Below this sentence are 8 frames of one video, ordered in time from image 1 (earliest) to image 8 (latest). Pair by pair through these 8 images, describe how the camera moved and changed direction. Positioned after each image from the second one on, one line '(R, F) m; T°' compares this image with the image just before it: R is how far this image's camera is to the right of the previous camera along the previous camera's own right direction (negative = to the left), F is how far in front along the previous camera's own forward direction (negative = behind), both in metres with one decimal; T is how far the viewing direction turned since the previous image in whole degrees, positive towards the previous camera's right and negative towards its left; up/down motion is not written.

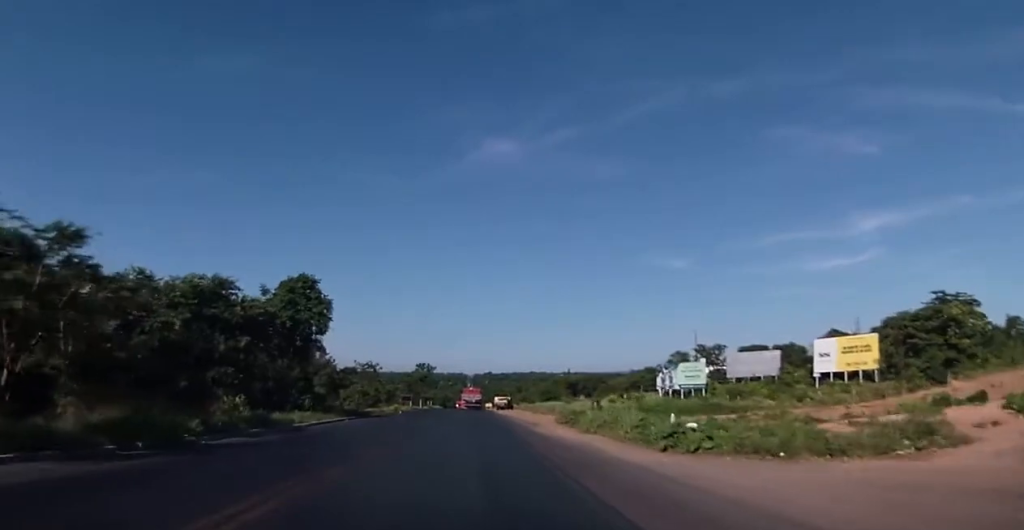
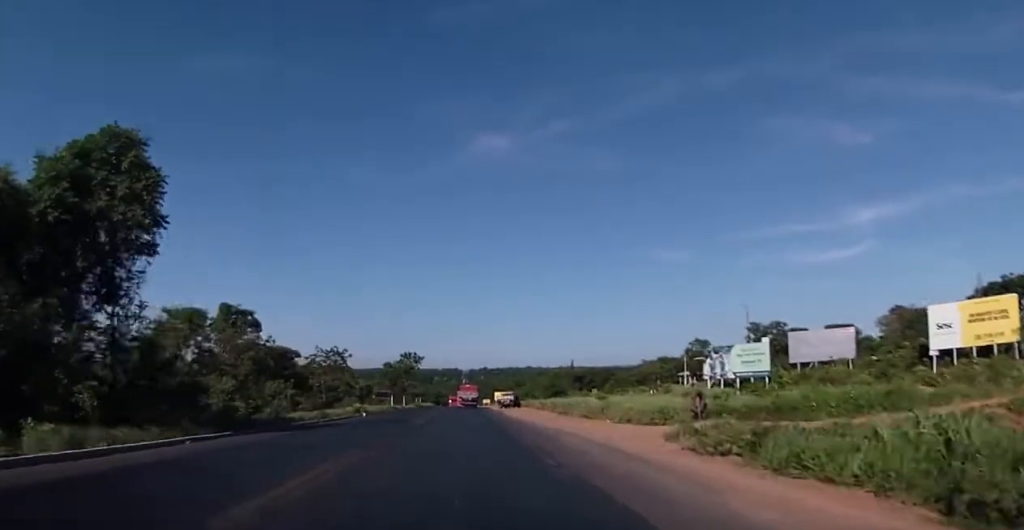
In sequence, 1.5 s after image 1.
(+0.7, +24.8) m; +2°
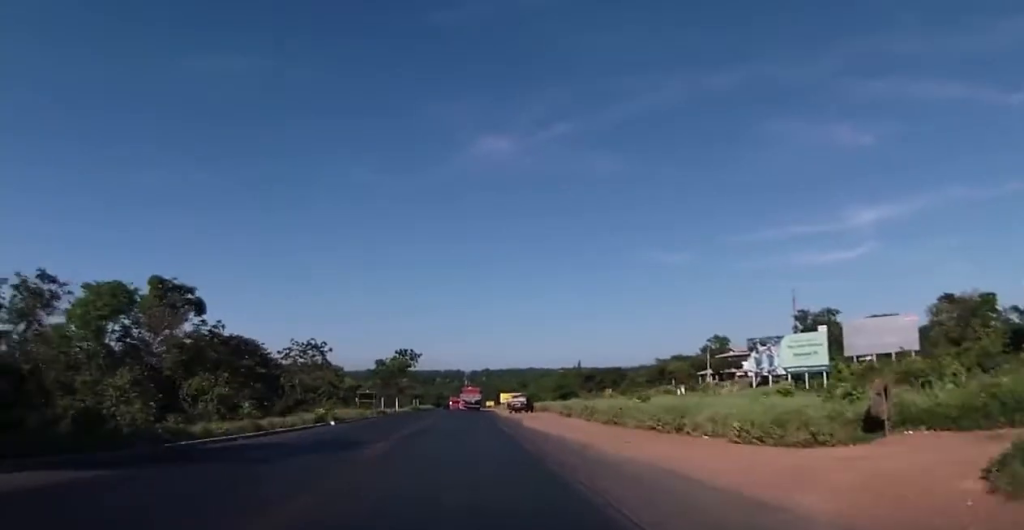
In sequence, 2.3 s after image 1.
(0.0, +13.5) m; -1°
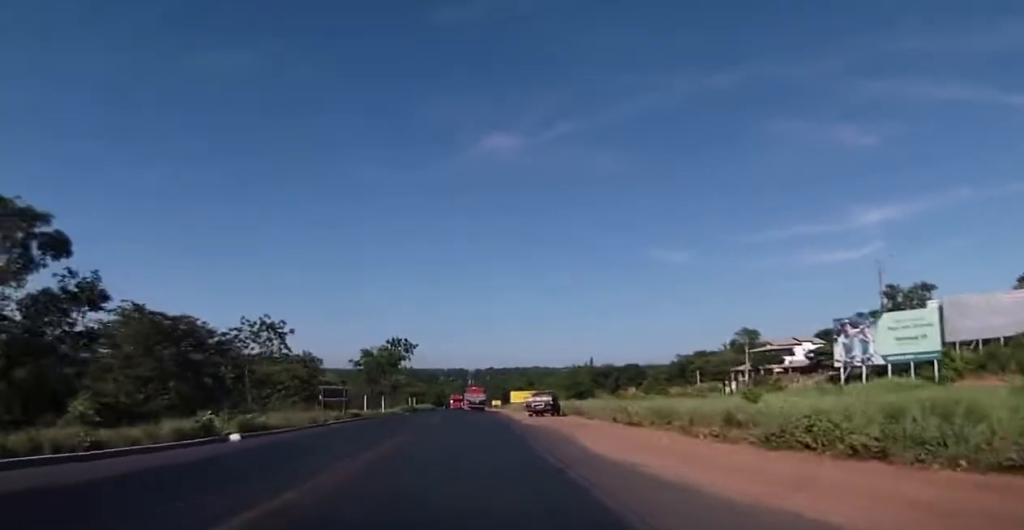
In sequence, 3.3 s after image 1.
(-0.3, +17.8) m; -1°
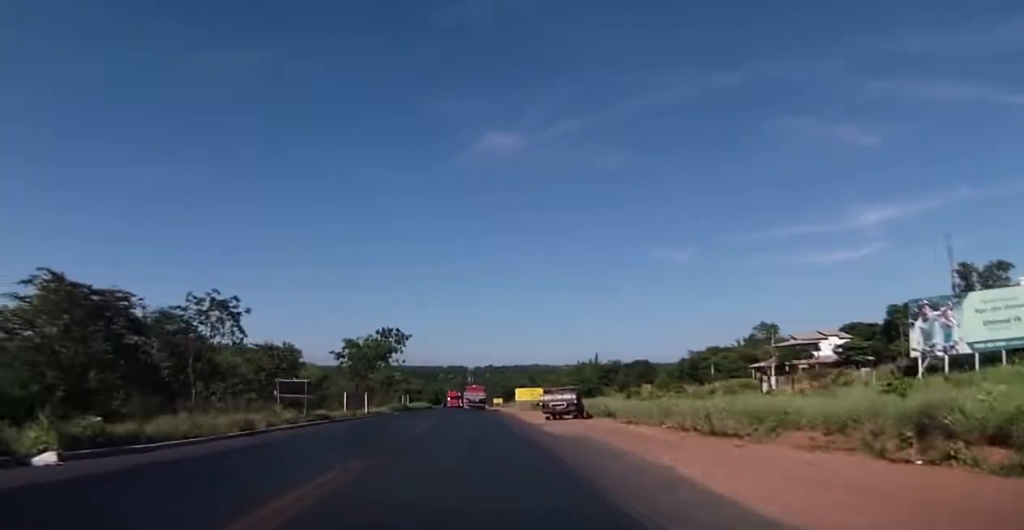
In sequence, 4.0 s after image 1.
(0.0, +11.1) m; 0°
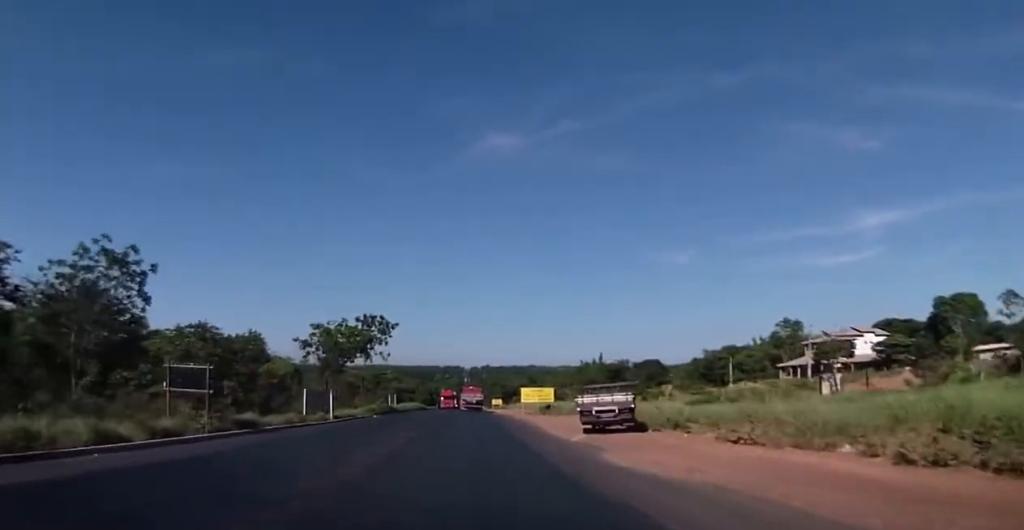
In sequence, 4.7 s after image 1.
(0.0, +13.7) m; 0°
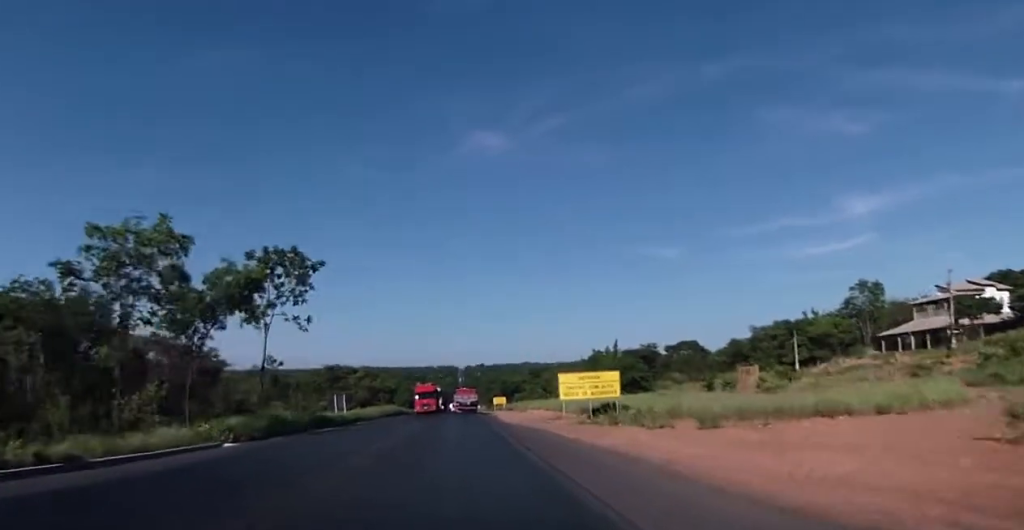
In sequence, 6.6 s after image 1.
(+0.1, +34.4) m; 0°
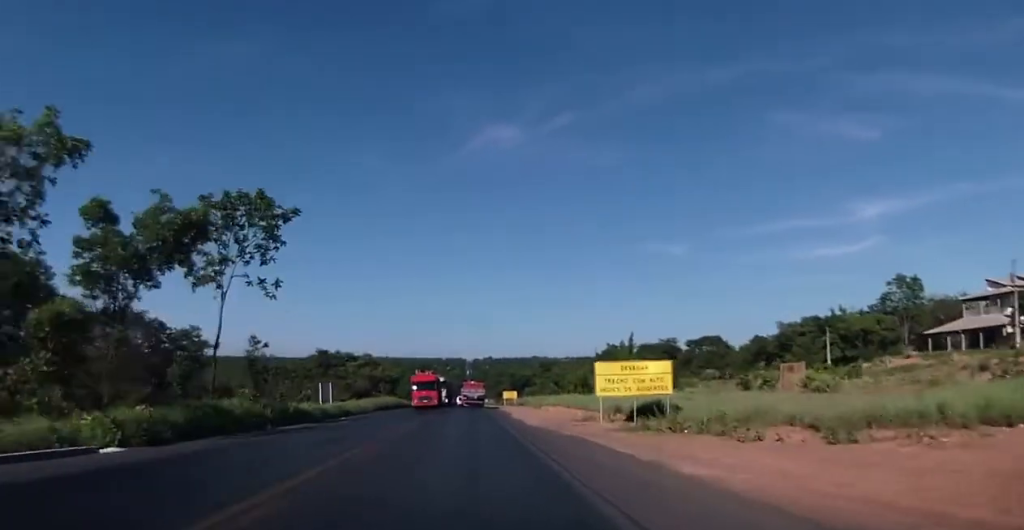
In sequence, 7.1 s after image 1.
(0.0, +8.7) m; 0°
